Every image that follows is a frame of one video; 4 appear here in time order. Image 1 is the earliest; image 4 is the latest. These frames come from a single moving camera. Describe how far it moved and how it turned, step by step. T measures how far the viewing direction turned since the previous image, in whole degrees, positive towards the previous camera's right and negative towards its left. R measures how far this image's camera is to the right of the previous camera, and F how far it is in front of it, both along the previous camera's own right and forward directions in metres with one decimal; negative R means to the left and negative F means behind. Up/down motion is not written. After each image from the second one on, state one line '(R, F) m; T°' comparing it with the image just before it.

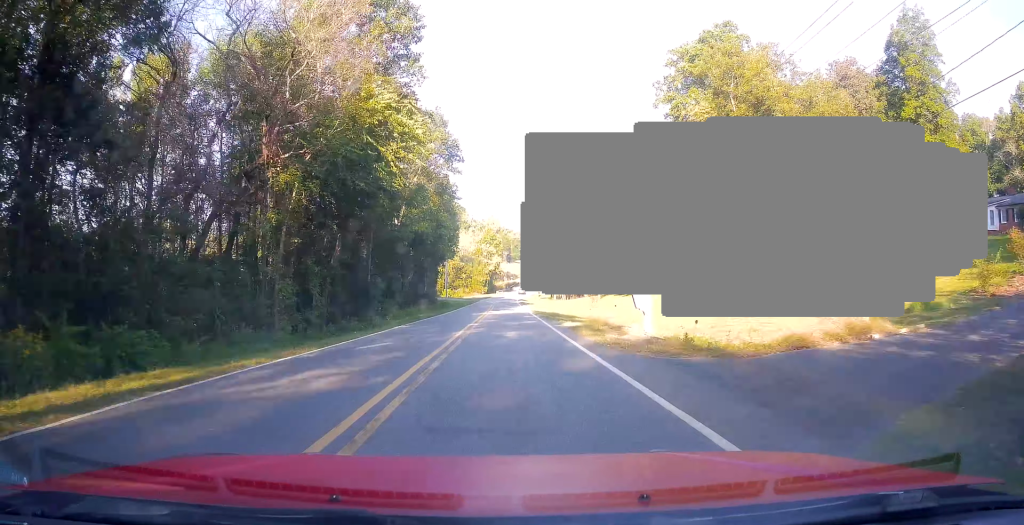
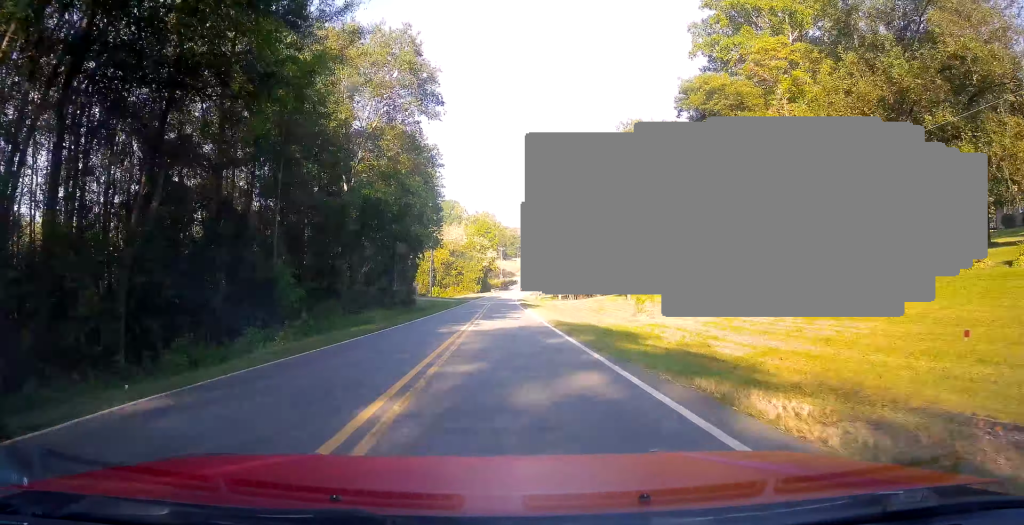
(+0.5, +18.5) m; 0°
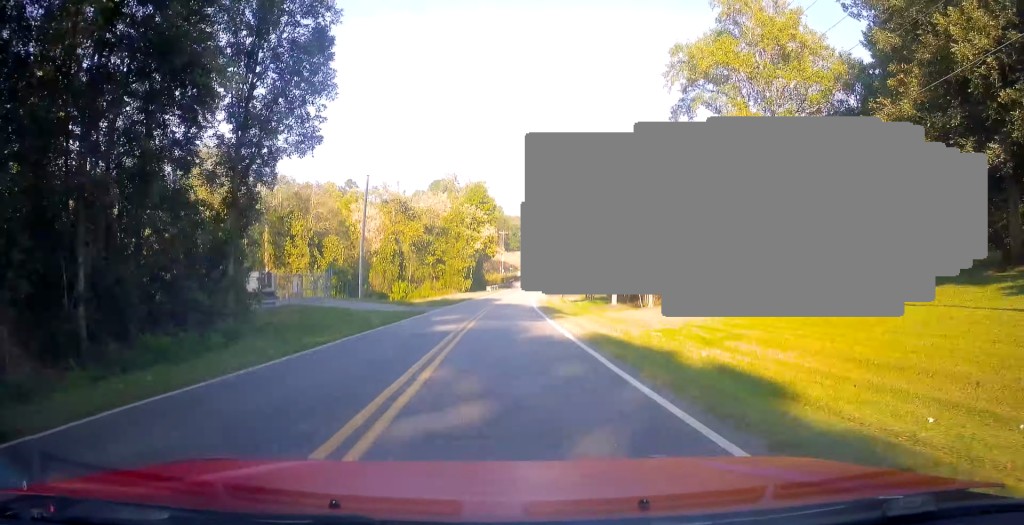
(-0.6, +46.4) m; 0°
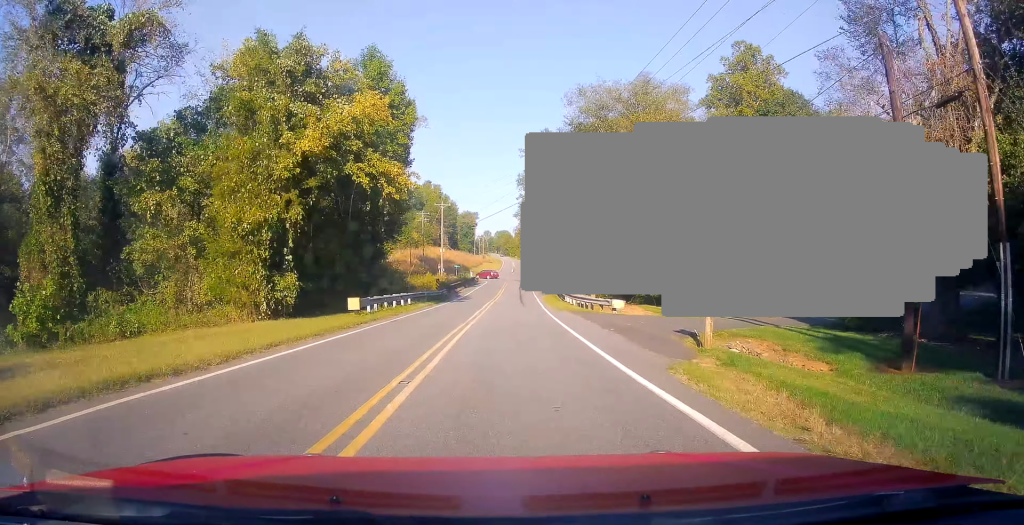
(+2.9, +67.5) m; +5°
